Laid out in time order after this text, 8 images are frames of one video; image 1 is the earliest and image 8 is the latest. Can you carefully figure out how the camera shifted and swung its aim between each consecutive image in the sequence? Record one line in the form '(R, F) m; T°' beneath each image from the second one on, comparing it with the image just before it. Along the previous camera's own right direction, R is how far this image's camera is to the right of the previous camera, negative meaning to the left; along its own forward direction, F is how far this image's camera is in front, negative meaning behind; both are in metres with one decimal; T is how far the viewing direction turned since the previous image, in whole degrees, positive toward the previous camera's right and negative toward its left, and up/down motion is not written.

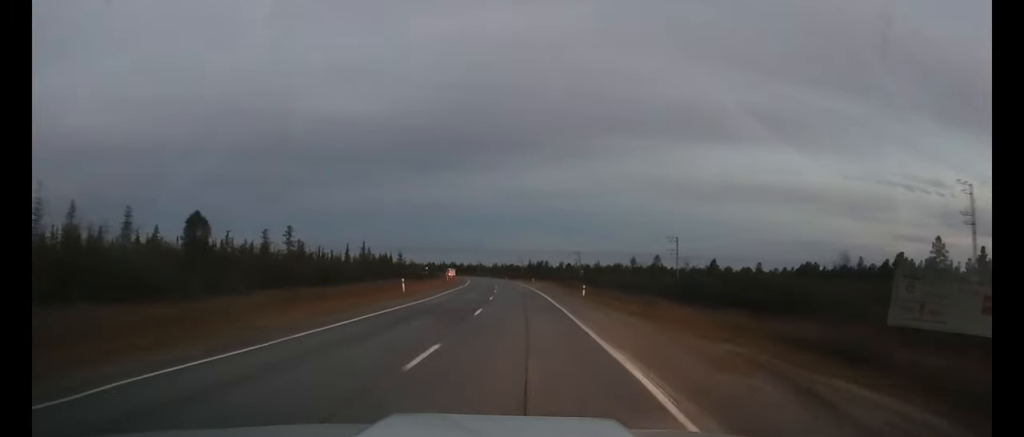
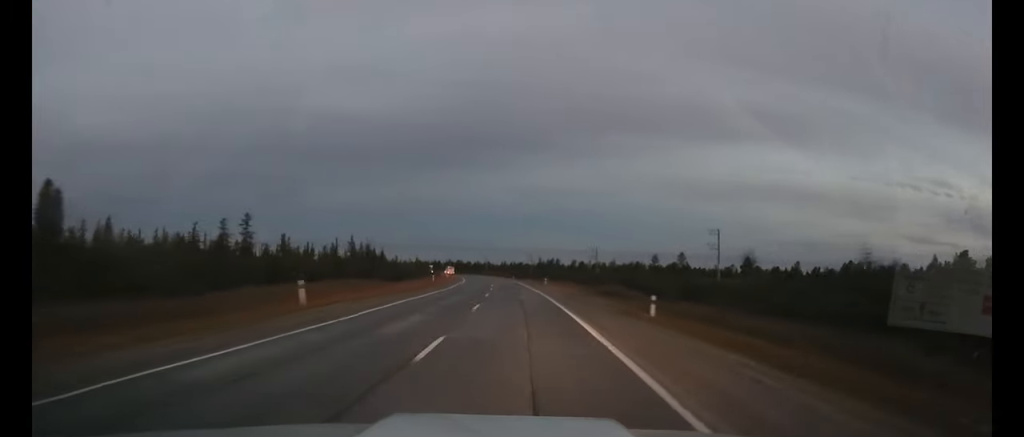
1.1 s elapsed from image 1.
(-0.4, +22.7) m; 0°
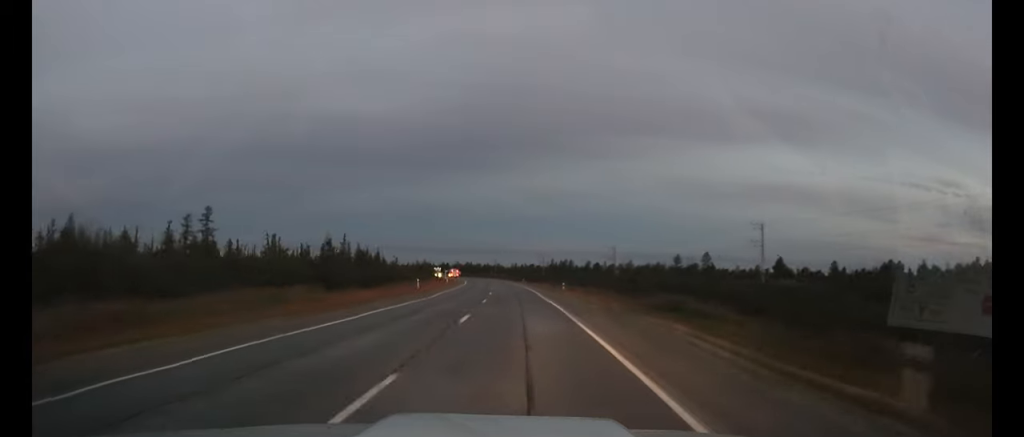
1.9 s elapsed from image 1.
(+0.3, +16.3) m; 0°
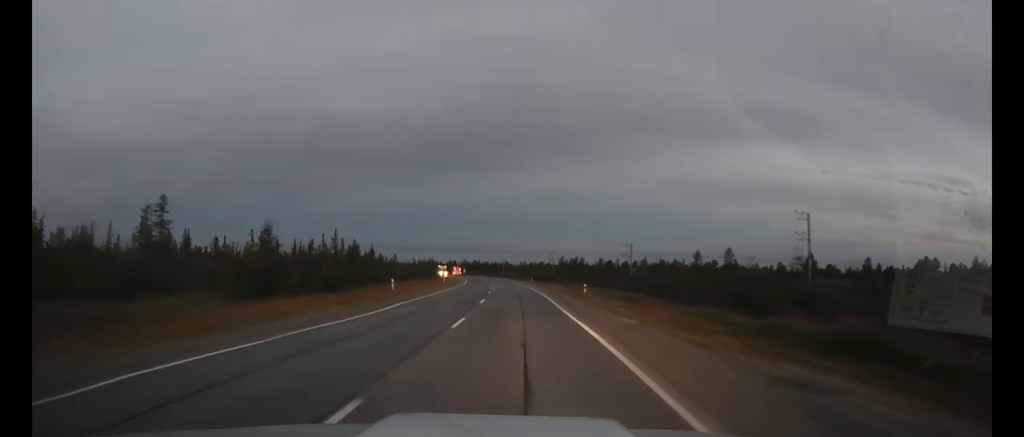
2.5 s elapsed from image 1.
(-0.1, +13.8) m; -1°
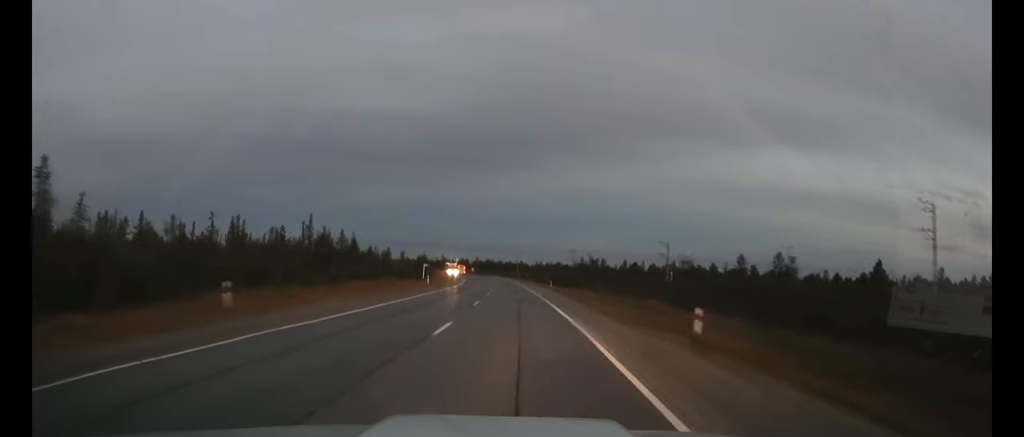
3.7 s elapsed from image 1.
(-0.2, +26.4) m; -1°
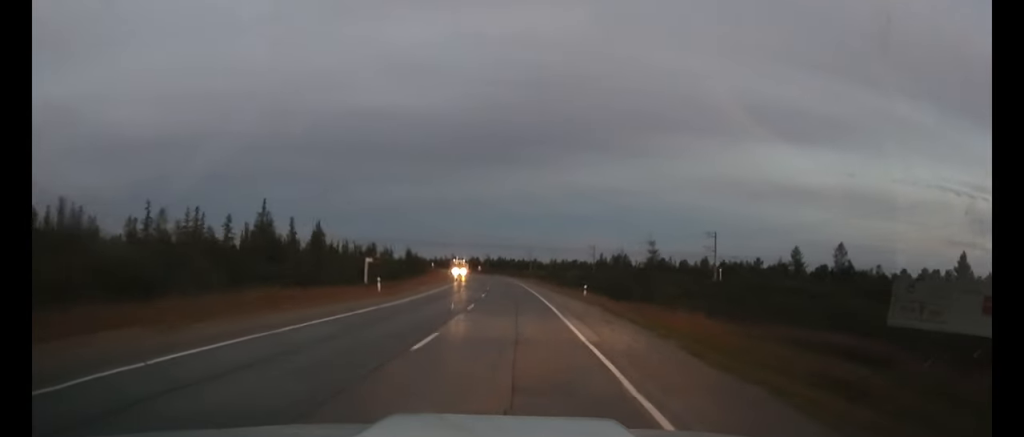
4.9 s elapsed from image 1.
(-0.5, +27.1) m; -2°
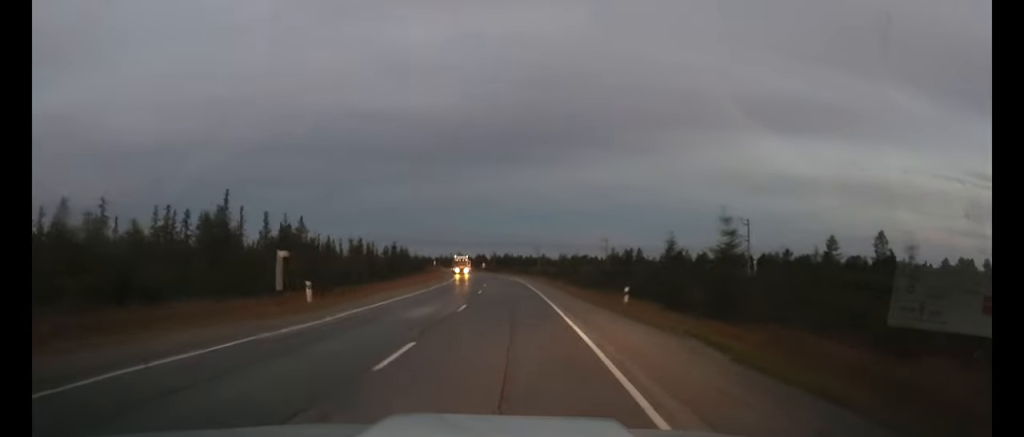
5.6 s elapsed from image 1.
(0.0, +14.5) m; -1°
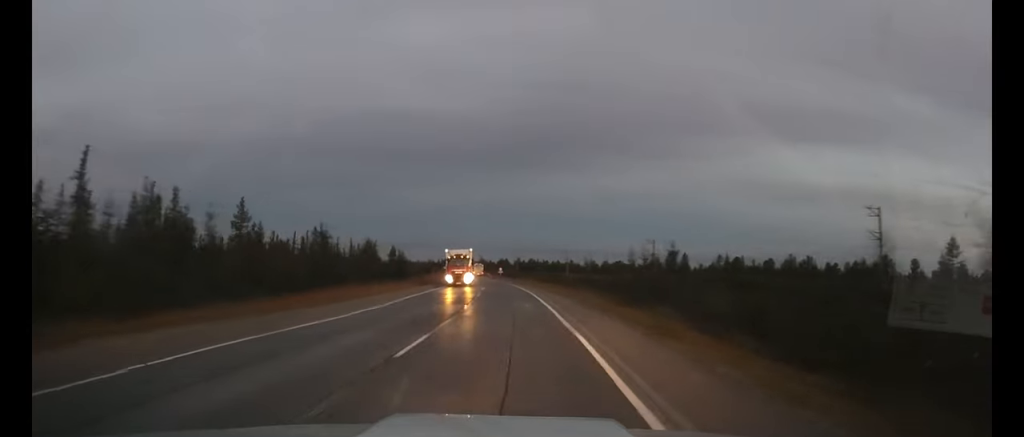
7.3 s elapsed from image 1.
(-0.6, +35.2) m; -2°
